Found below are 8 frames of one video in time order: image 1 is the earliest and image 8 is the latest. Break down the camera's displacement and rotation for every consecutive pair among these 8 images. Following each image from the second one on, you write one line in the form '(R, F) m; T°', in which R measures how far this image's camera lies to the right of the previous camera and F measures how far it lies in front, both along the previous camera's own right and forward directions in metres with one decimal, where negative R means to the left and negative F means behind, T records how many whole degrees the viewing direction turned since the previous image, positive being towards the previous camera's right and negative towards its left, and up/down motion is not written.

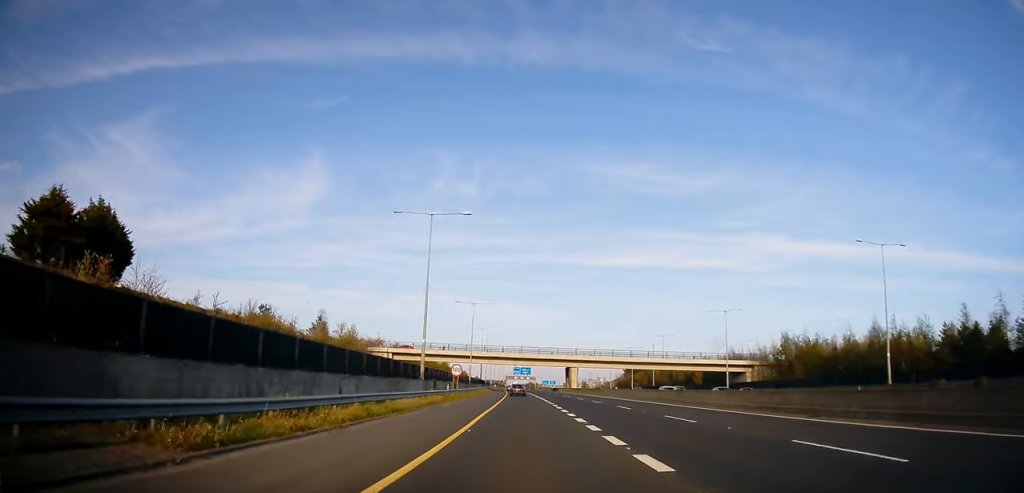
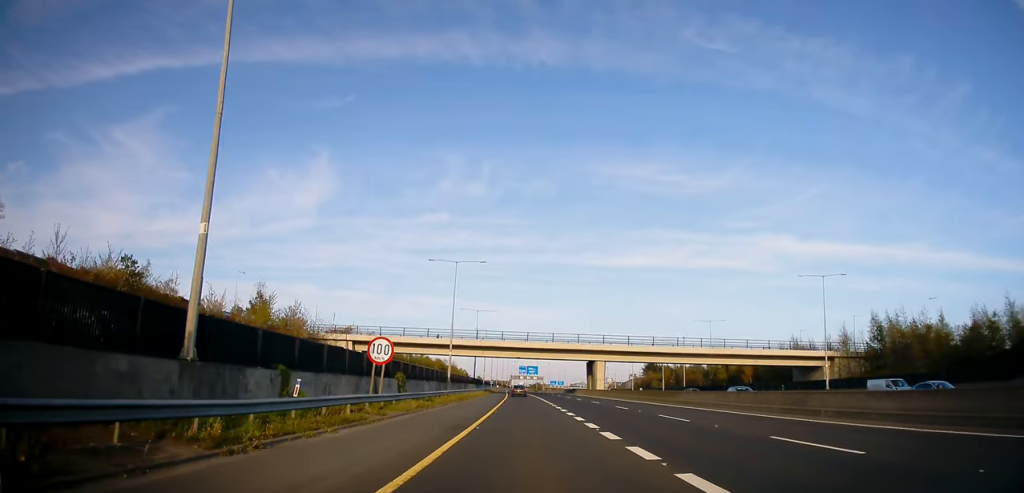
(-0.1, +33.4) m; -1°
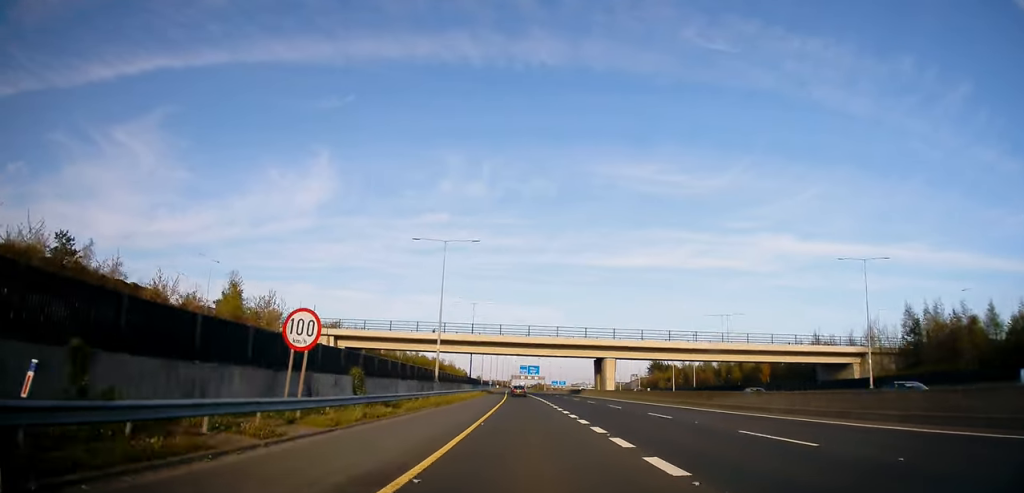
(0.0, +9.6) m; 0°
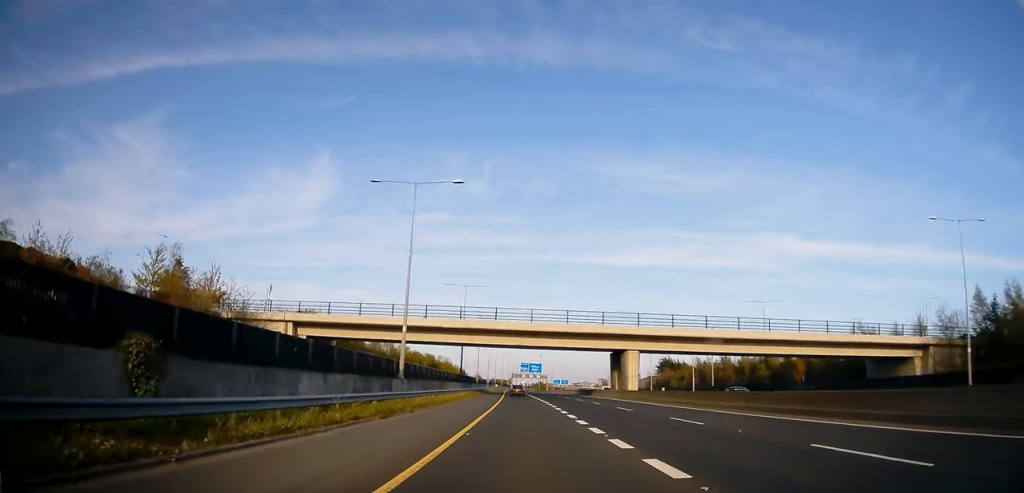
(0.0, +16.4) m; 0°
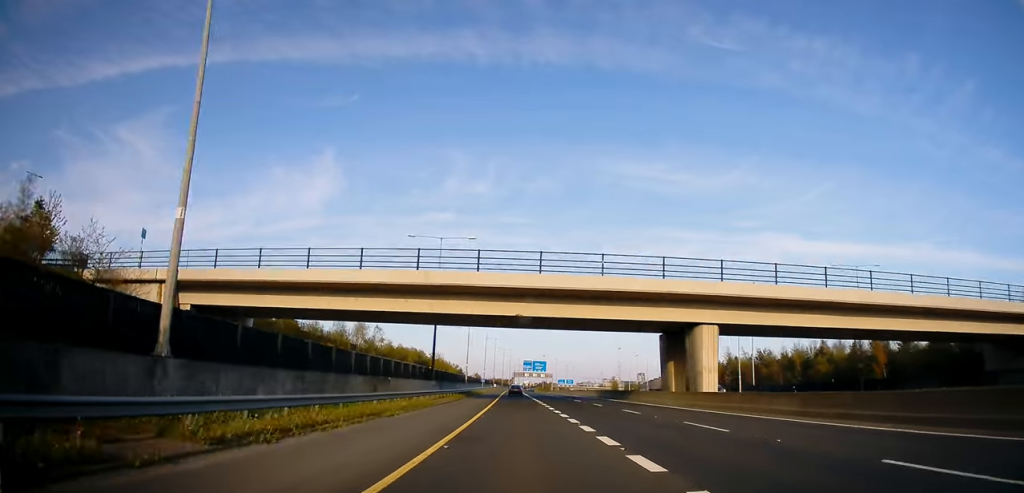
(0.0, +26.1) m; -1°
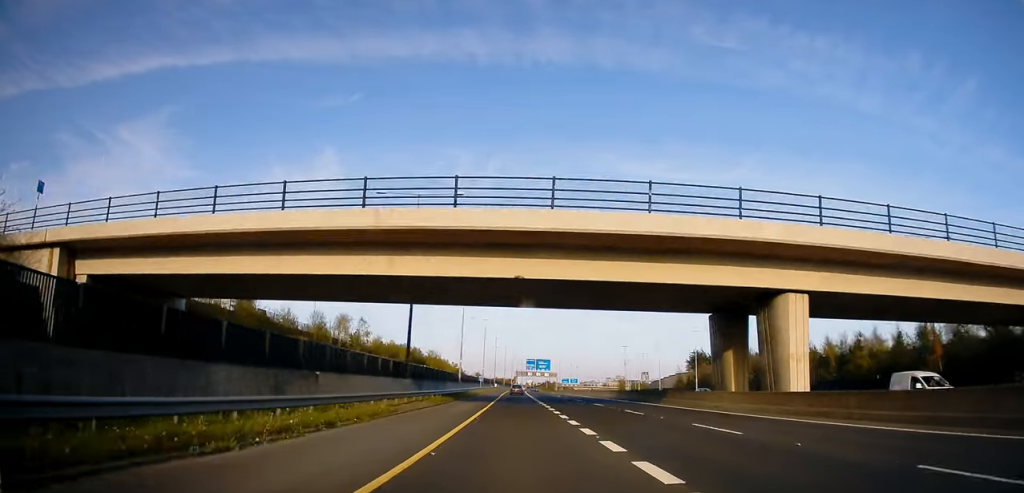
(-0.3, +13.5) m; 0°
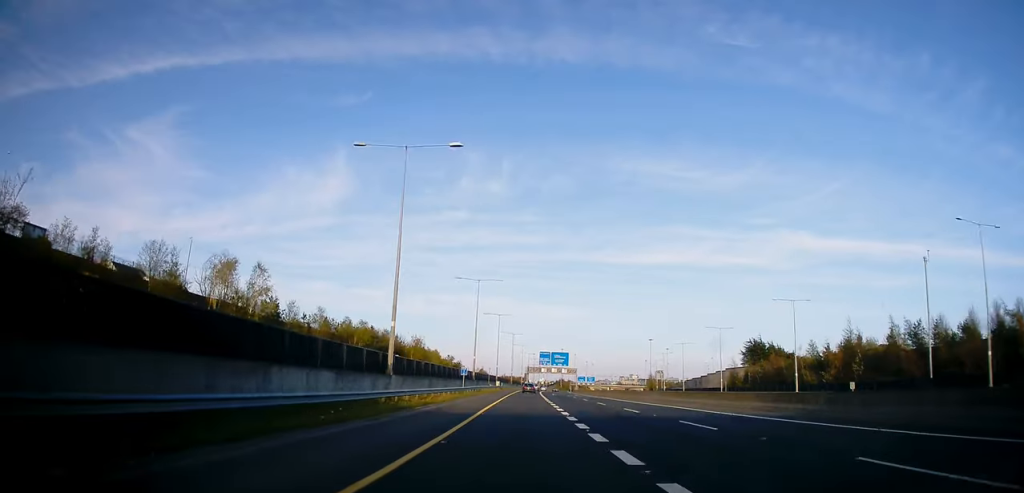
(+0.1, +44.1) m; 0°
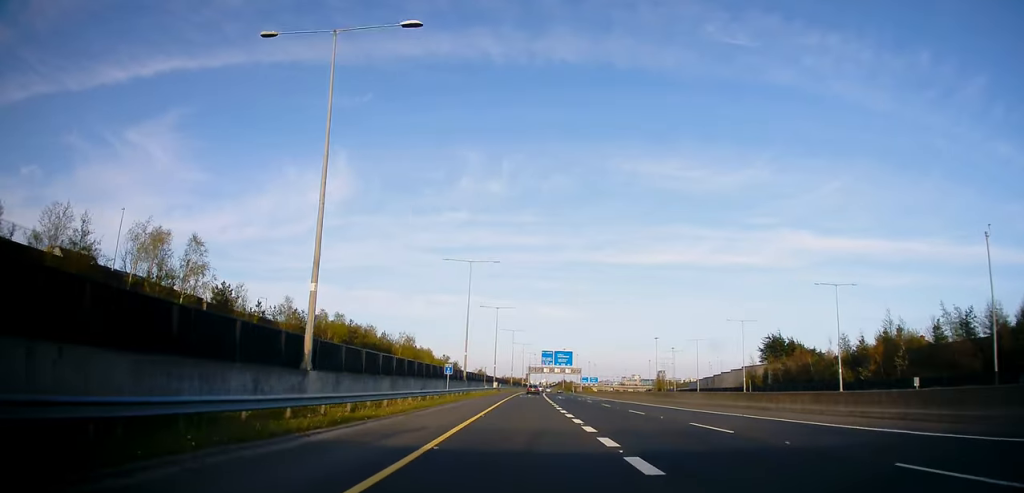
(-0.3, +13.4) m; 0°
